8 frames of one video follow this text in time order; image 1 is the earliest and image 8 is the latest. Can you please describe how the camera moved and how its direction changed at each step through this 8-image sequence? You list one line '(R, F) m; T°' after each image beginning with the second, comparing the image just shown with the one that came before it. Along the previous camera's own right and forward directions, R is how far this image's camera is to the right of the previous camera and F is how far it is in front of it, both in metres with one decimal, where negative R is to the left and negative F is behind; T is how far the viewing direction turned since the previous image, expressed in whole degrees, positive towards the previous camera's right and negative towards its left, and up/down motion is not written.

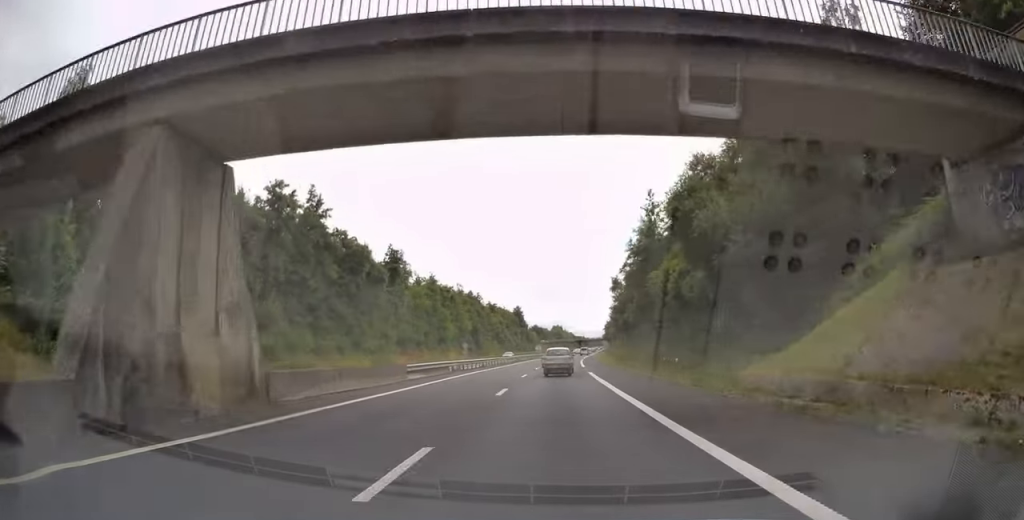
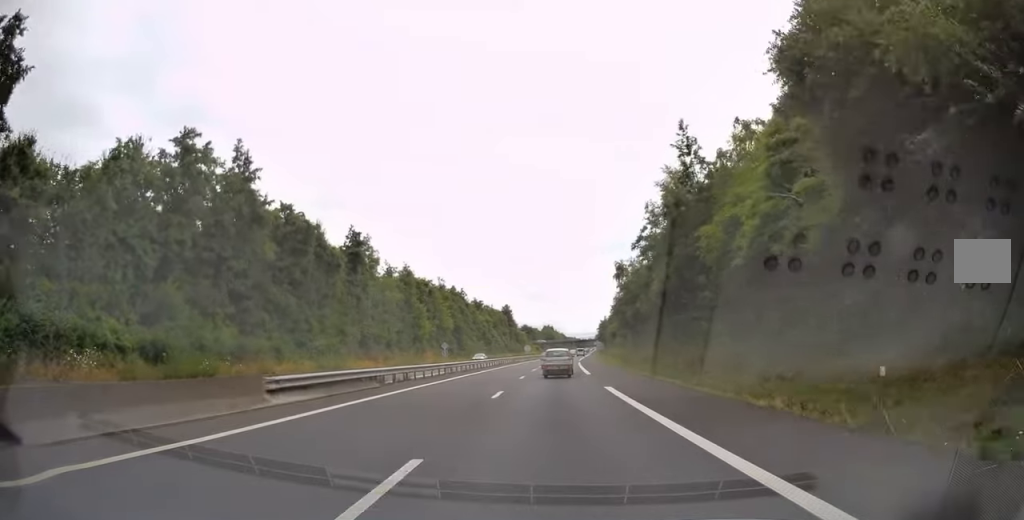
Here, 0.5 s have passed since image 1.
(0.0, +14.0) m; +1°
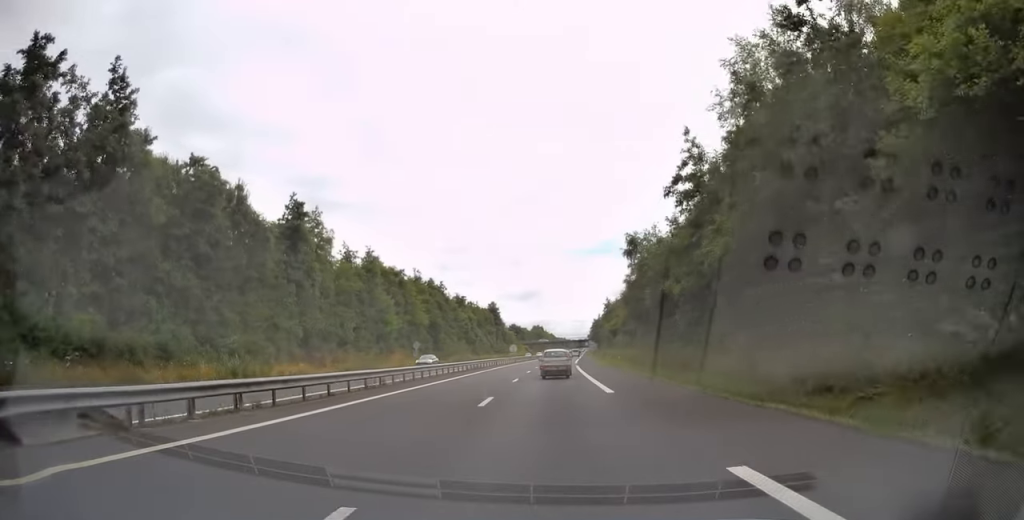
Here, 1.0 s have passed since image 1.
(+0.3, +15.5) m; +1°
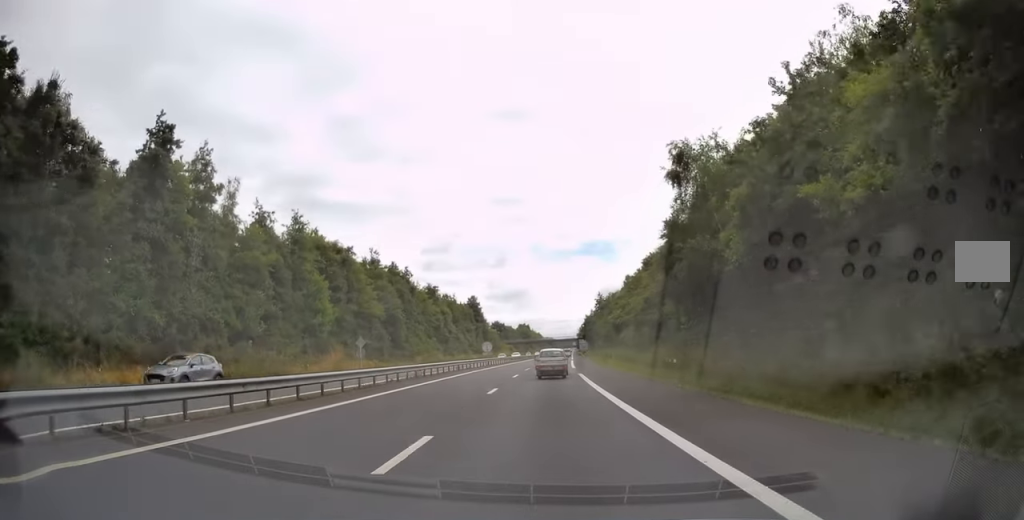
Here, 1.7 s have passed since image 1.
(+0.3, +21.8) m; +1°
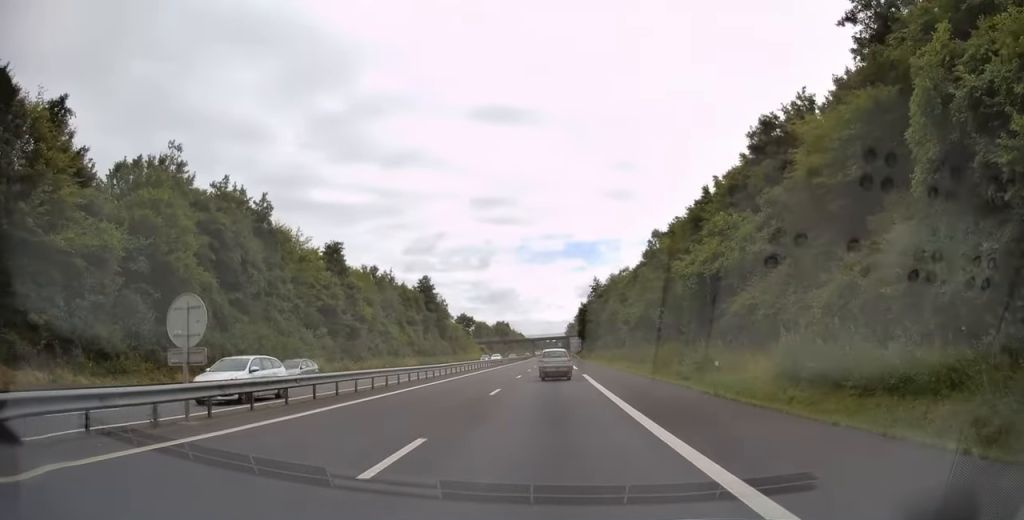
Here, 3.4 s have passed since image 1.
(+1.2, +53.1) m; +2°
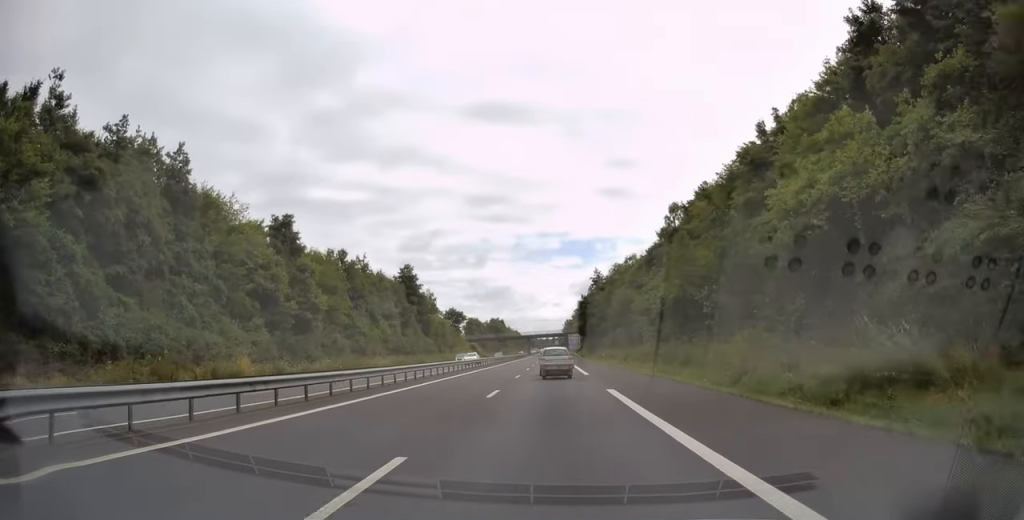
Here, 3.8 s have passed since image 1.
(0.0, +15.1) m; 0°
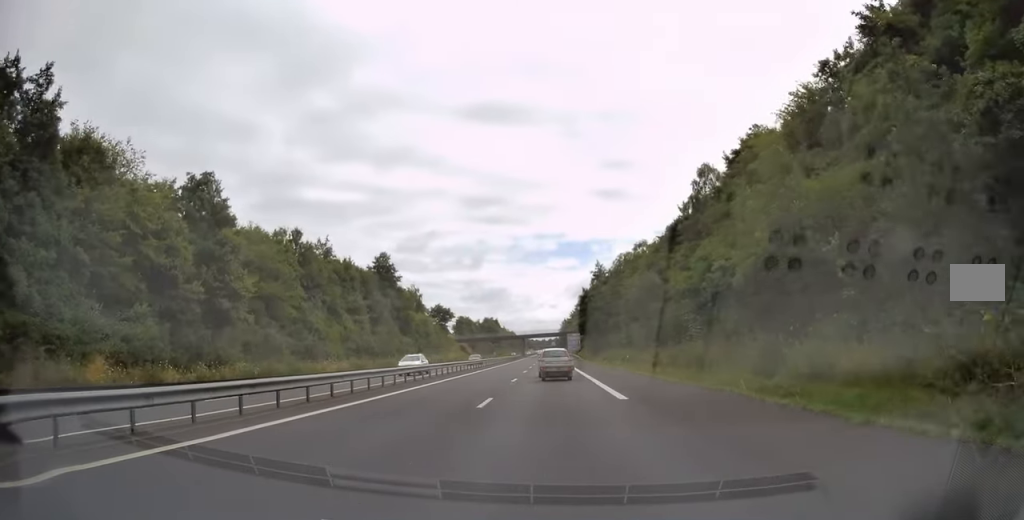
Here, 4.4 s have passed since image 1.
(-0.1, +16.1) m; 0°
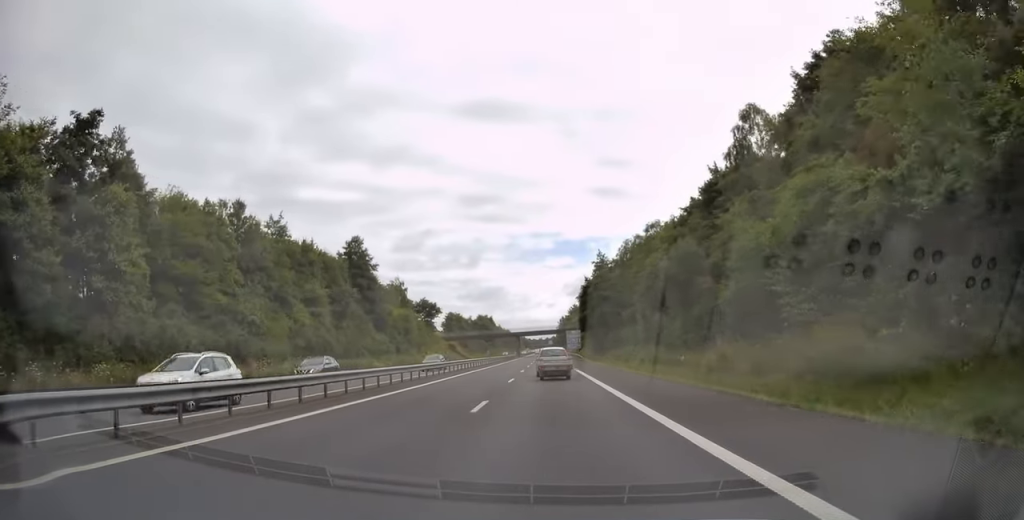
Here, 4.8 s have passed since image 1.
(+0.1, +14.5) m; 0°
